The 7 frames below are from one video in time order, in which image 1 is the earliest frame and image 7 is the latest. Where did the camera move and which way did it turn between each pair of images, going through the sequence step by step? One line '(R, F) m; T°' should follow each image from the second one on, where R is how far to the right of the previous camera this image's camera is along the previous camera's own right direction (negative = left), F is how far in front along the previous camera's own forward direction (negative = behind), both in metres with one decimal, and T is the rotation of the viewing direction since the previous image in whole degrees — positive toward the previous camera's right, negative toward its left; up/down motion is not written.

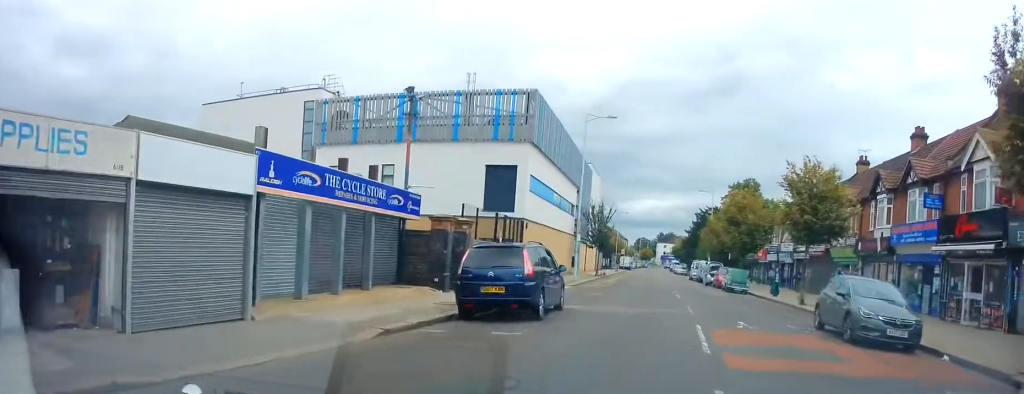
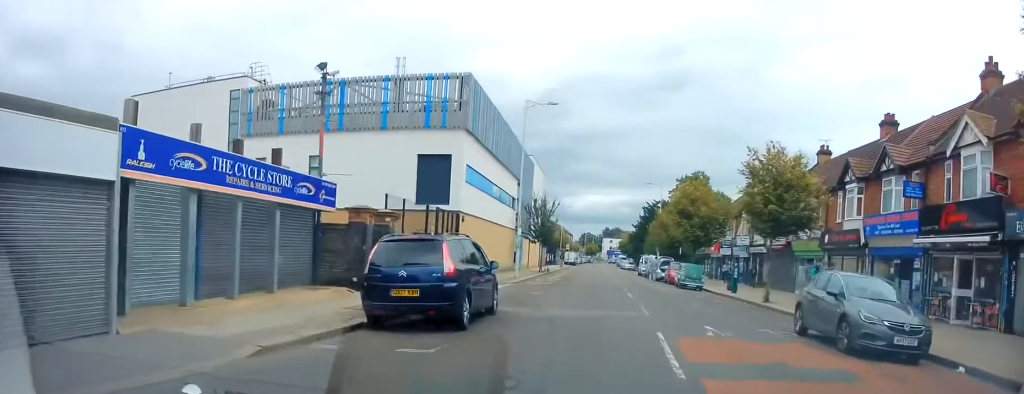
(-0.1, +2.2) m; +4°
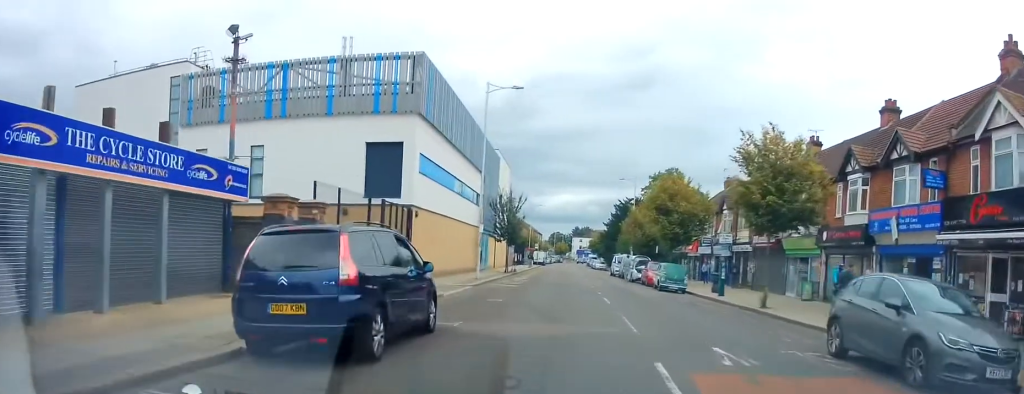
(+0.2, +3.3) m; +4°
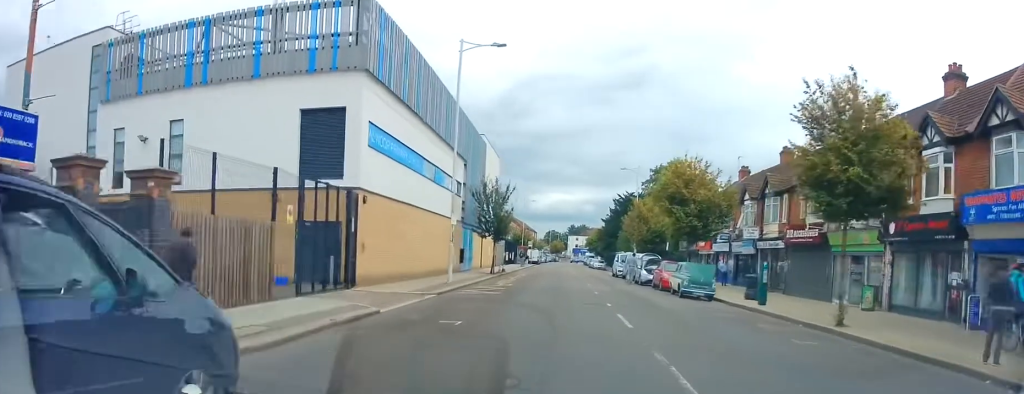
(+0.4, +6.6) m; +2°
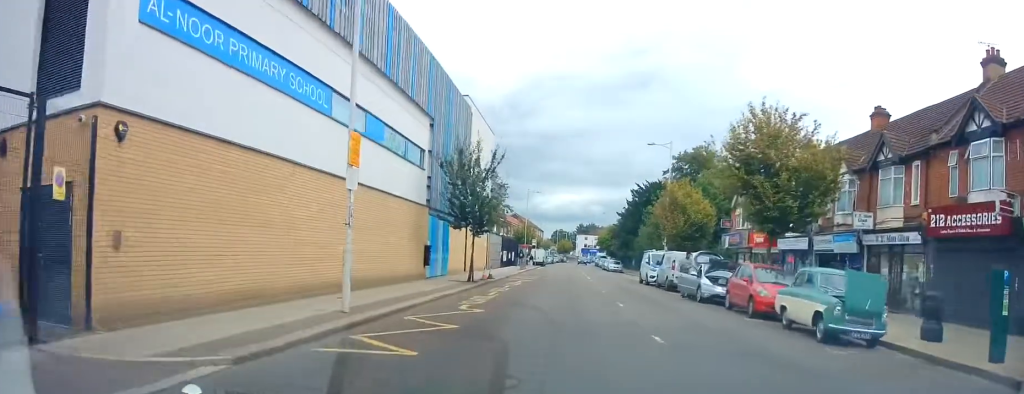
(-0.6, +12.6) m; -2°
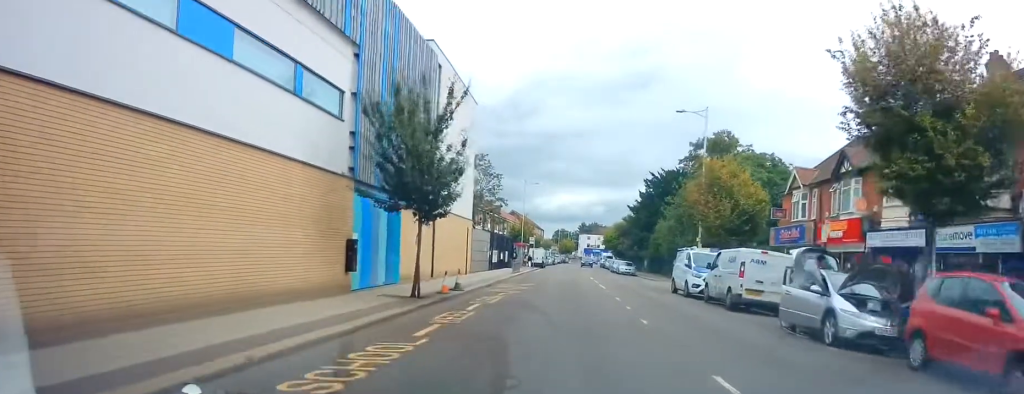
(+0.1, +10.2) m; 0°
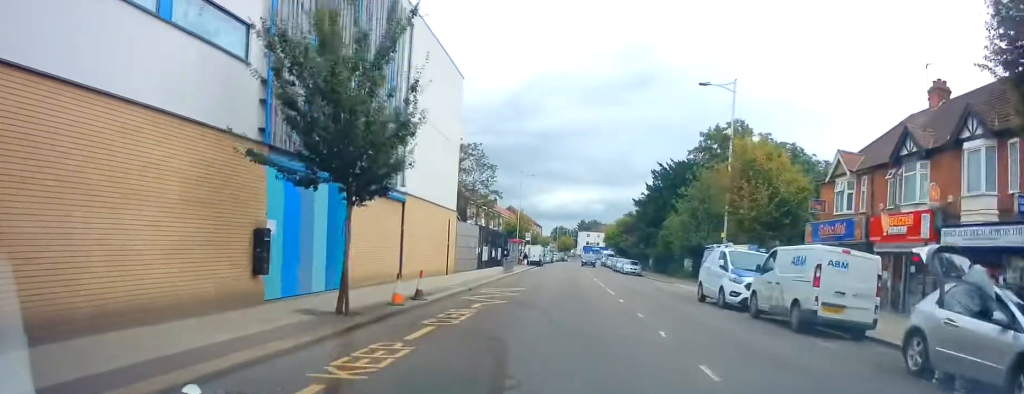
(-0.1, +5.4) m; 0°
